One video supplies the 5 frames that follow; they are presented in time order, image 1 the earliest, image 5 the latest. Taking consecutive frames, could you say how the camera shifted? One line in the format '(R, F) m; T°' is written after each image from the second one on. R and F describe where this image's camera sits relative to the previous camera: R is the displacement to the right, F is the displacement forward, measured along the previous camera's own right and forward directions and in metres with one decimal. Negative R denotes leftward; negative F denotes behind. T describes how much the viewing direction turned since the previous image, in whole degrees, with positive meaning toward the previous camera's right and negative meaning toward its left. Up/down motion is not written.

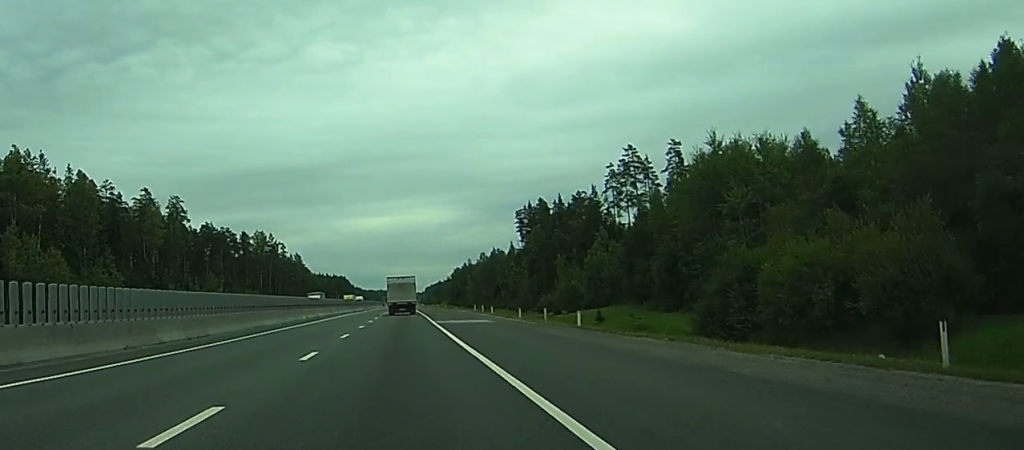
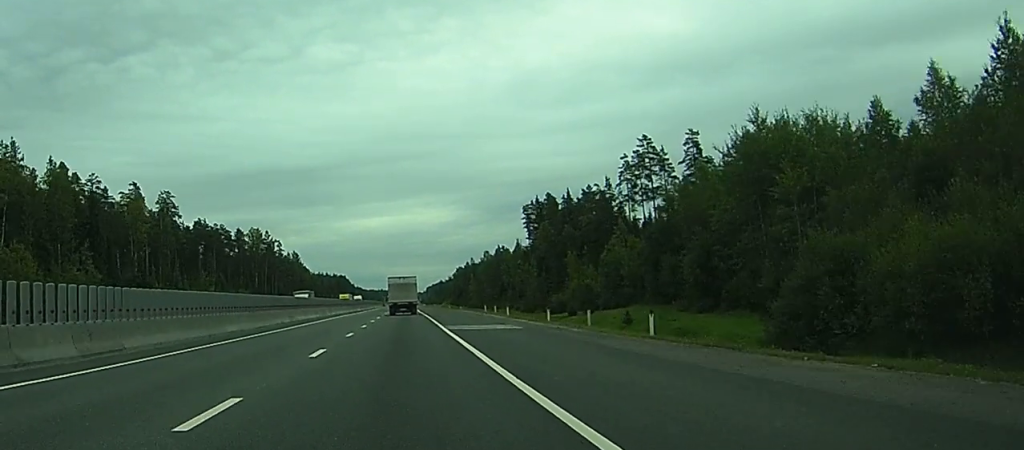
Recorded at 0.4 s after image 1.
(0.0, +10.7) m; 0°
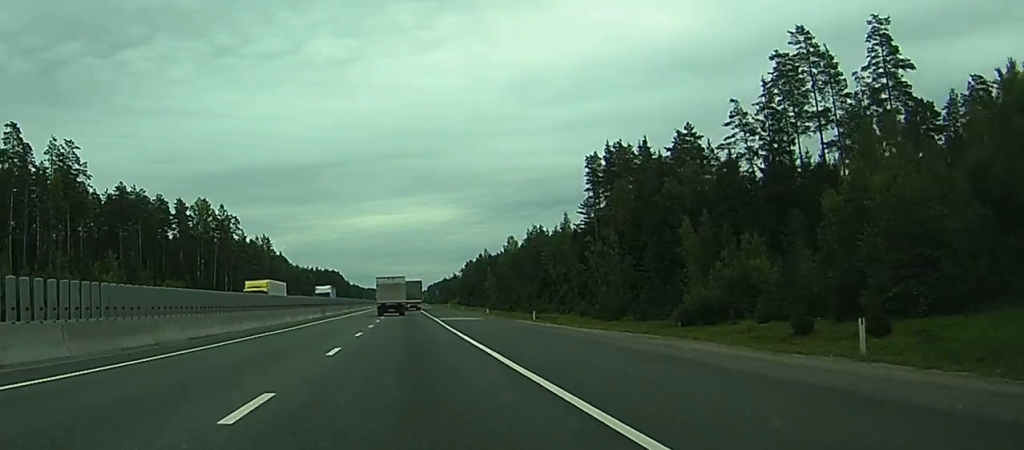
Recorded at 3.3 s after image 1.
(-0.3, +70.7) m; -1°
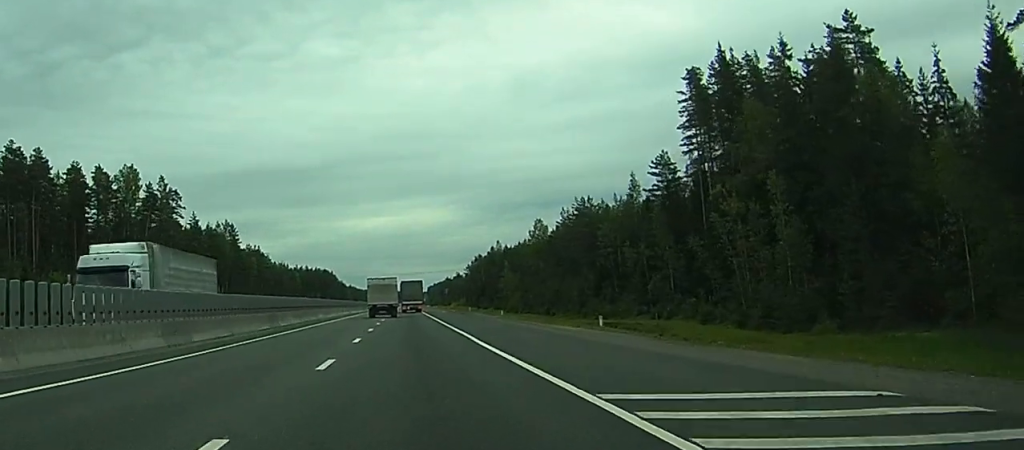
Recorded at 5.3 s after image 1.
(-0.2, +51.5) m; -1°
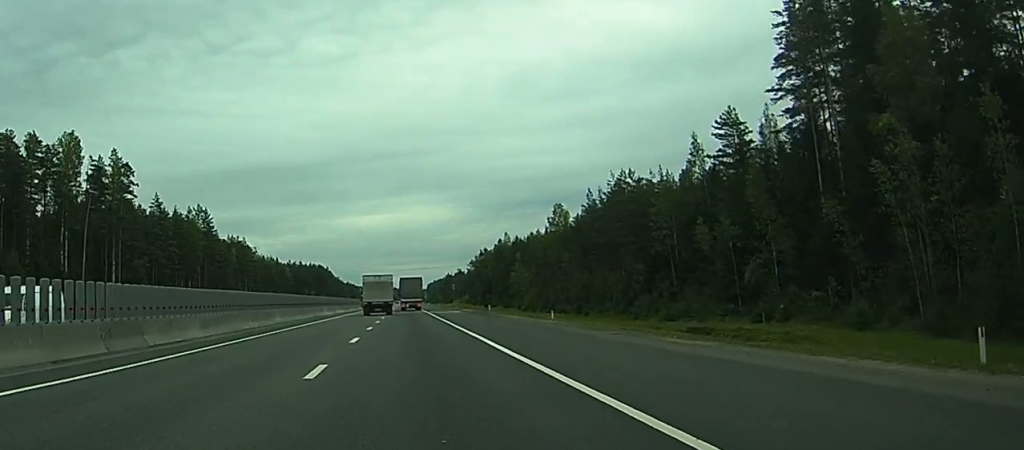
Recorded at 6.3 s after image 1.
(-0.1, +26.3) m; -1°
